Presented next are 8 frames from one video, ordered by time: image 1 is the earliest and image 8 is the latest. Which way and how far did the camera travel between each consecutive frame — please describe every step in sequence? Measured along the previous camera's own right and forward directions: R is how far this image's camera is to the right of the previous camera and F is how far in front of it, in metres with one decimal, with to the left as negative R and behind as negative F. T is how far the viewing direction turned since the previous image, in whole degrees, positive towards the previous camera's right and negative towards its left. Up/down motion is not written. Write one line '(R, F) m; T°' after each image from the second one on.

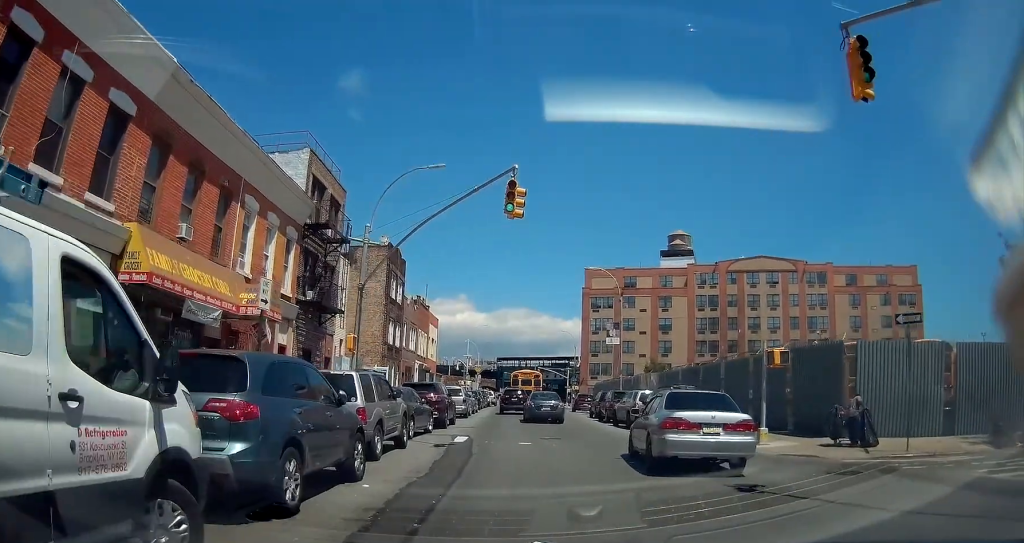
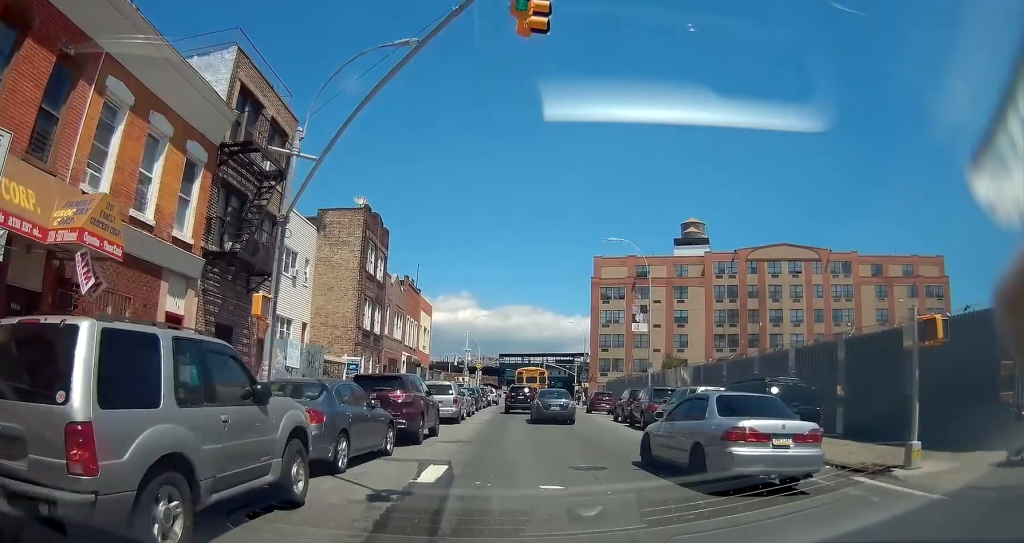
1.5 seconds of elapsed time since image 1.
(0.0, +7.7) m; +2°
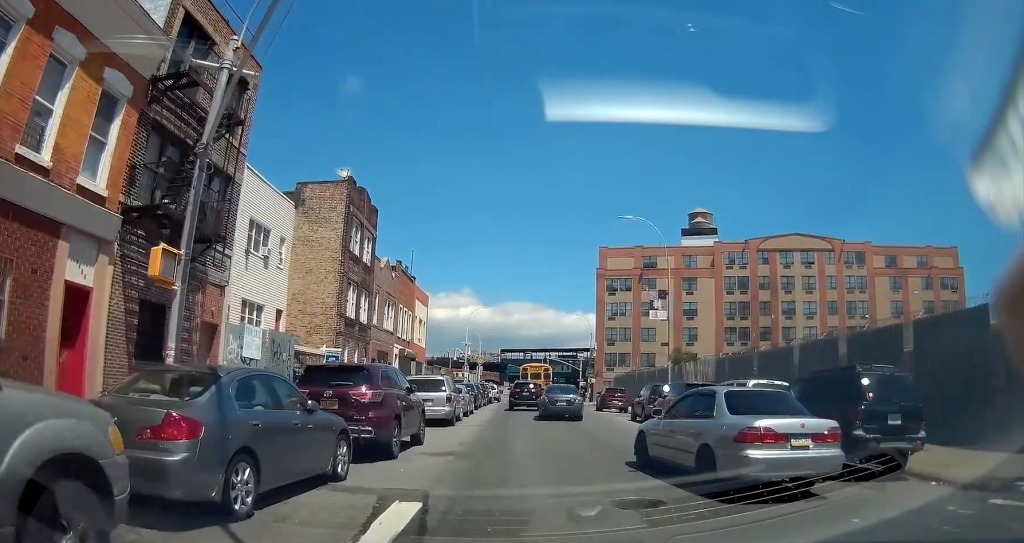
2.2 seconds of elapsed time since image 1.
(+0.1, +4.0) m; 0°
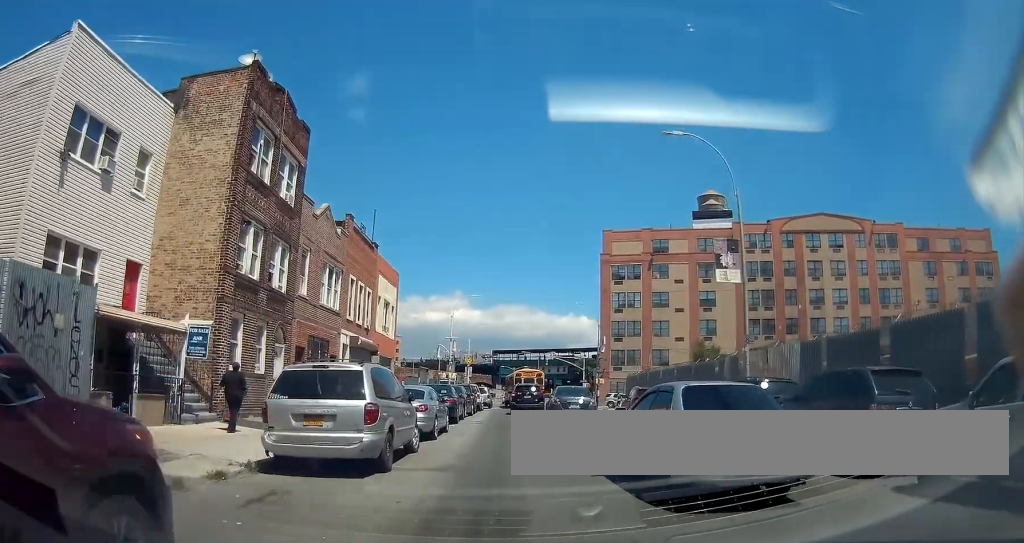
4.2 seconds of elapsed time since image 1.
(0.0, +11.9) m; +3°
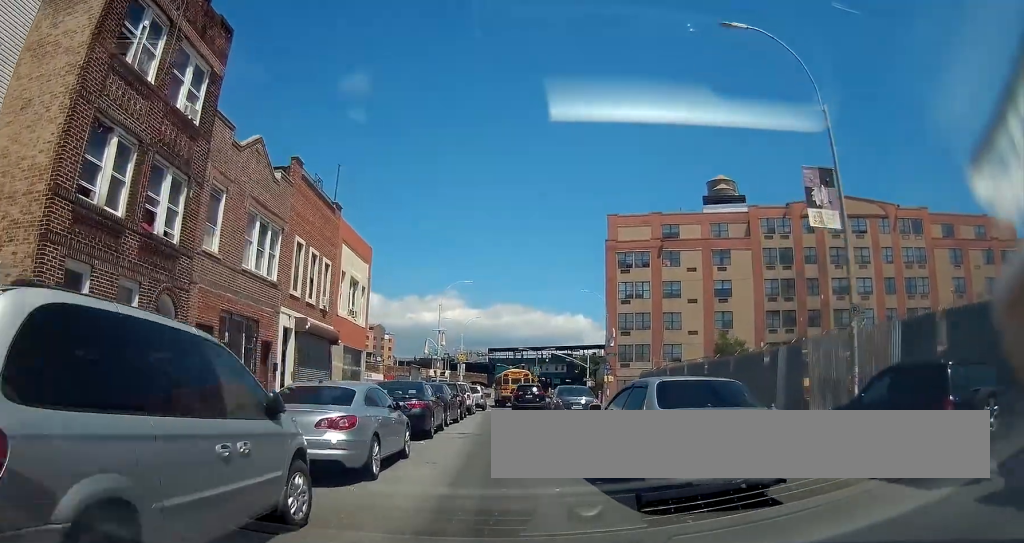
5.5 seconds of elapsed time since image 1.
(+0.2, +7.2) m; -1°
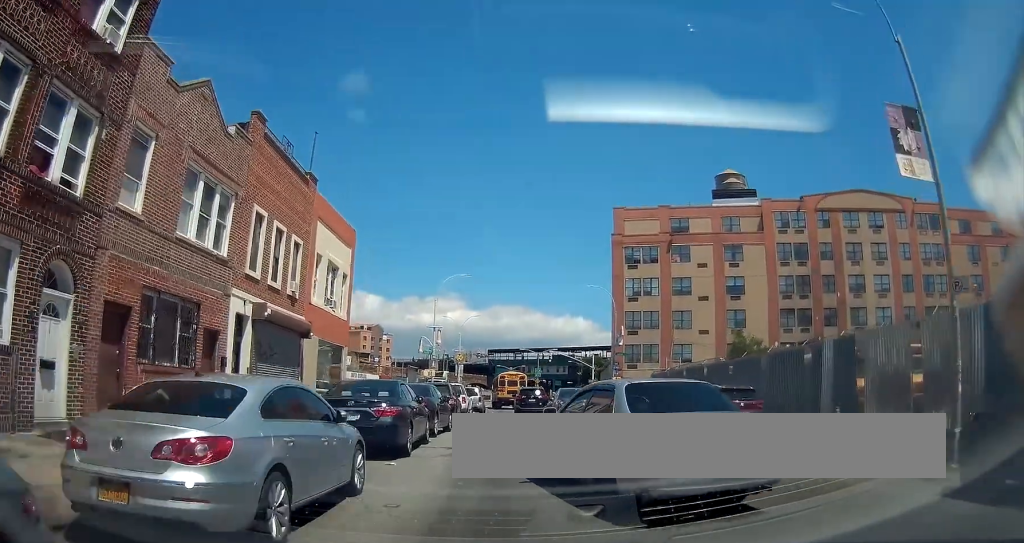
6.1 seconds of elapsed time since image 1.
(-0.2, +3.7) m; 0°
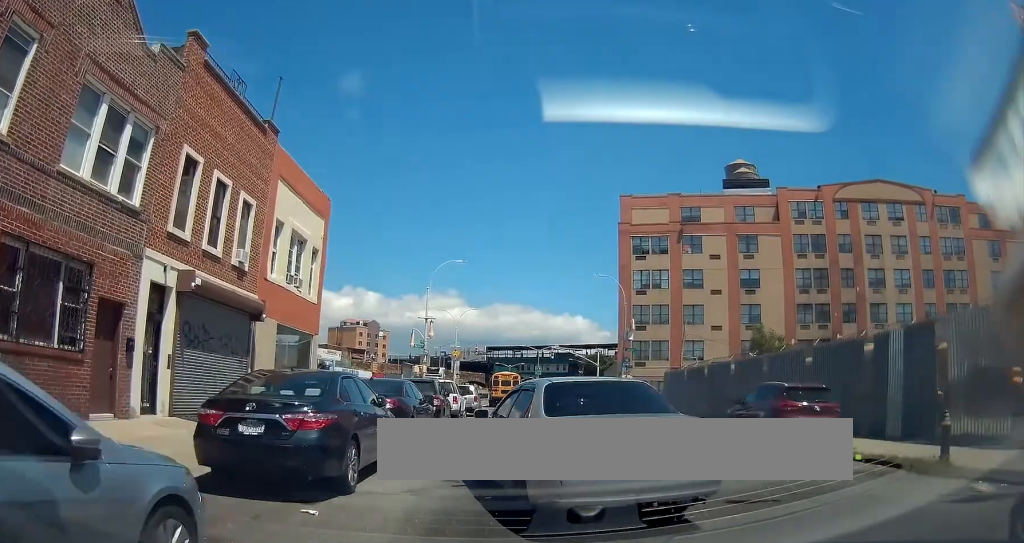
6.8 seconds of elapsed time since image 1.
(0.0, +4.2) m; 0°
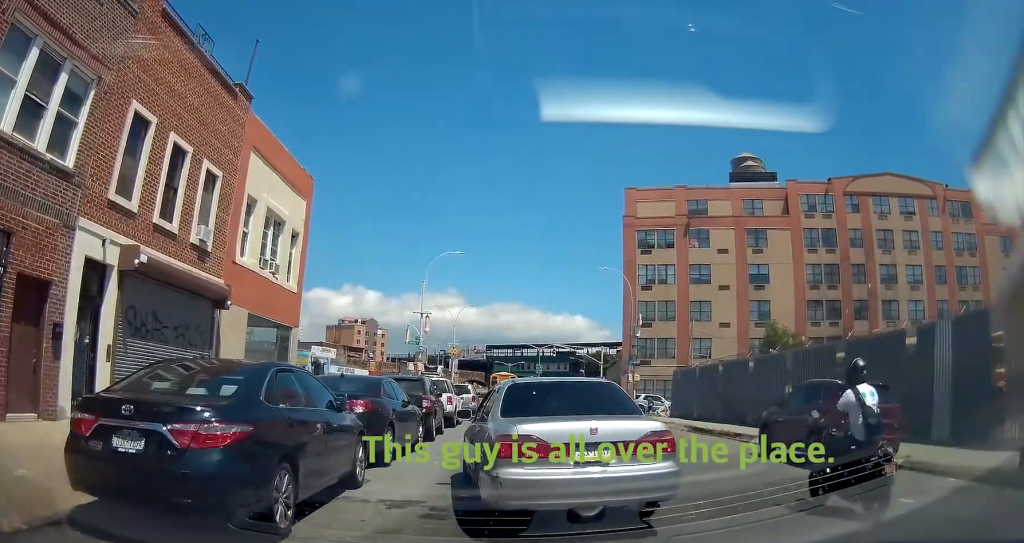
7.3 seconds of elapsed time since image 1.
(+0.2, +2.5) m; 0°
